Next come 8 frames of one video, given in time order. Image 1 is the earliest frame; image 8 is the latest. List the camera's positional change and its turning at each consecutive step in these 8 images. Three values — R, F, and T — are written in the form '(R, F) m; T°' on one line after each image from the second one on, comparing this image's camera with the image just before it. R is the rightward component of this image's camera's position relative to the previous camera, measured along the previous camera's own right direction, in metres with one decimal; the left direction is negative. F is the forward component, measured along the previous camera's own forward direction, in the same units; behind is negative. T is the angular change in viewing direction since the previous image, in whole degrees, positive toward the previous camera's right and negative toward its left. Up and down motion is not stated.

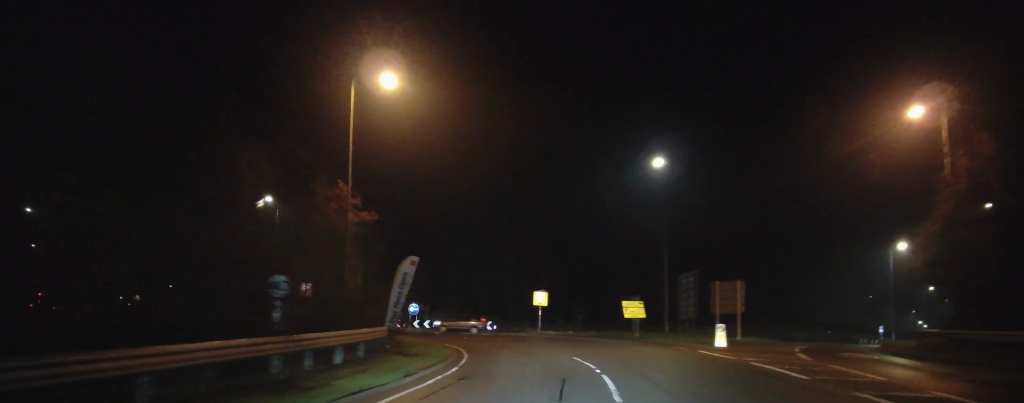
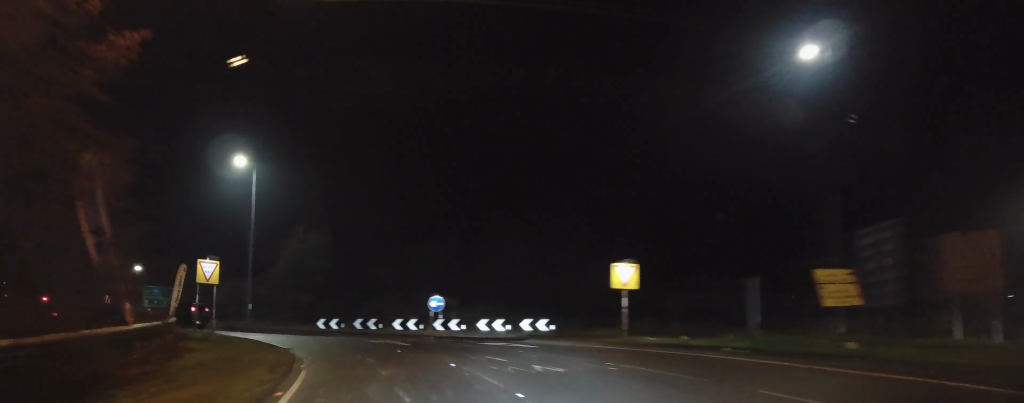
(-1.8, +21.4) m; -11°
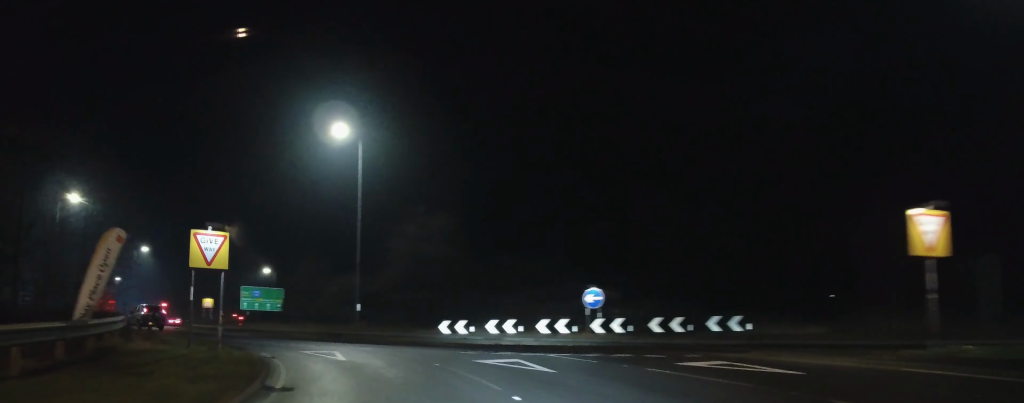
(-1.2, +11.4) m; -14°
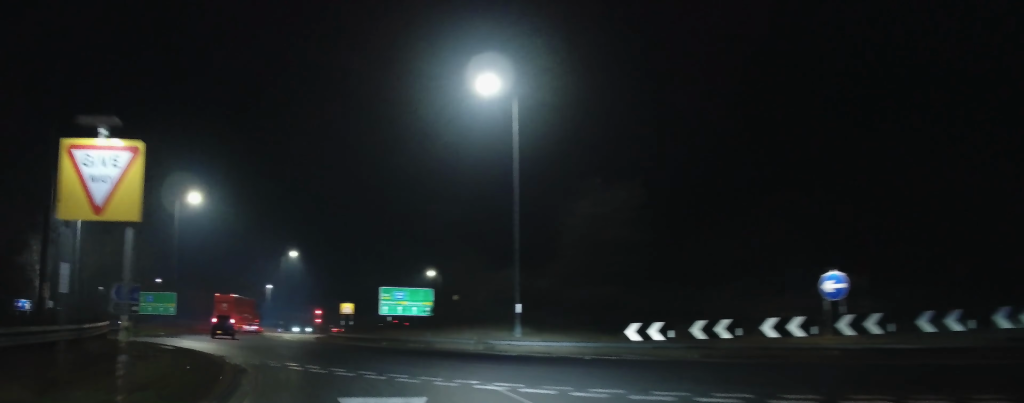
(-1.6, +10.4) m; -19°
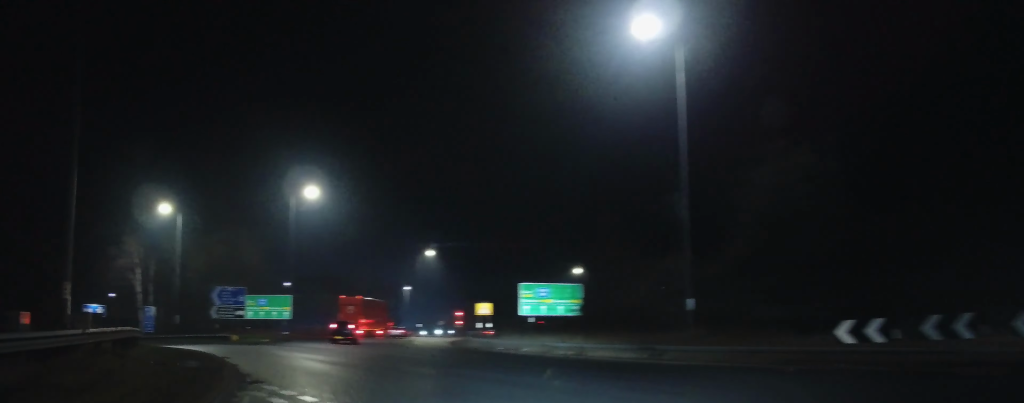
(-0.9, +7.4) m; -13°
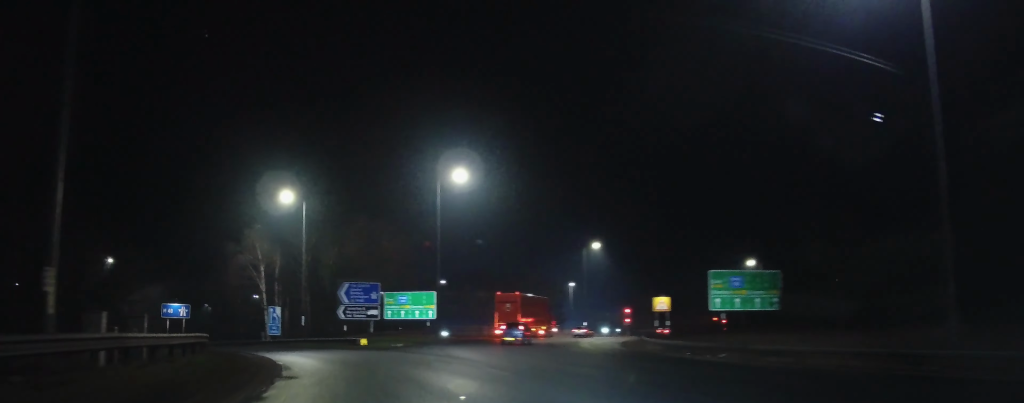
(-1.0, +8.4) m; -9°
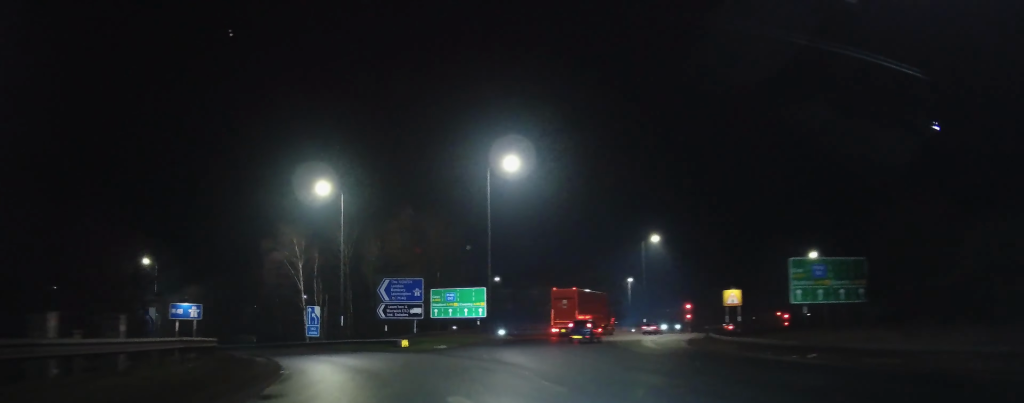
(-0.2, +4.1) m; -2°
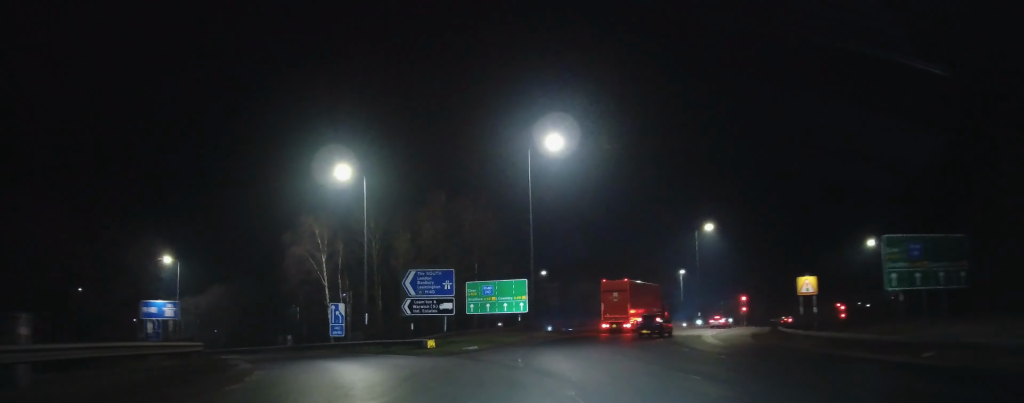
(-0.1, +5.3) m; -2°
